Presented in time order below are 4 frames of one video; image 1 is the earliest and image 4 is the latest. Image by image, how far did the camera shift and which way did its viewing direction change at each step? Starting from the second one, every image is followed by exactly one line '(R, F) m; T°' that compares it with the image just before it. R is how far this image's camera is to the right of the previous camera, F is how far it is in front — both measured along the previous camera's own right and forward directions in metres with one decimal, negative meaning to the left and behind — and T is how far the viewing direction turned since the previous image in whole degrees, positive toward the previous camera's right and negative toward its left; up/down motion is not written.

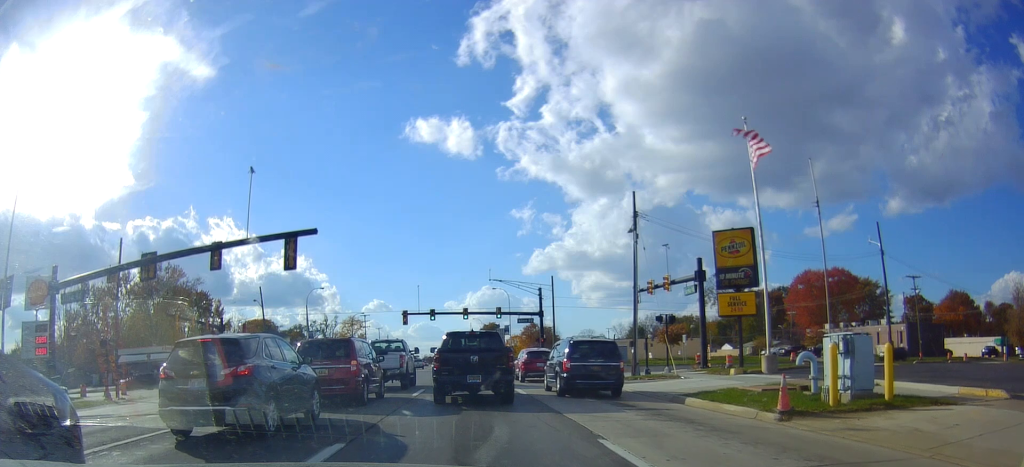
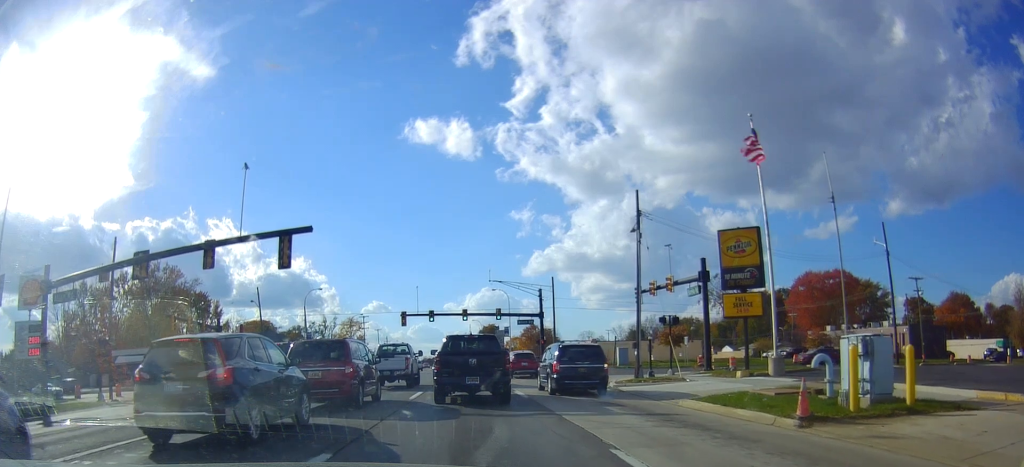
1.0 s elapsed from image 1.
(0.0, 0.0) m; 0°
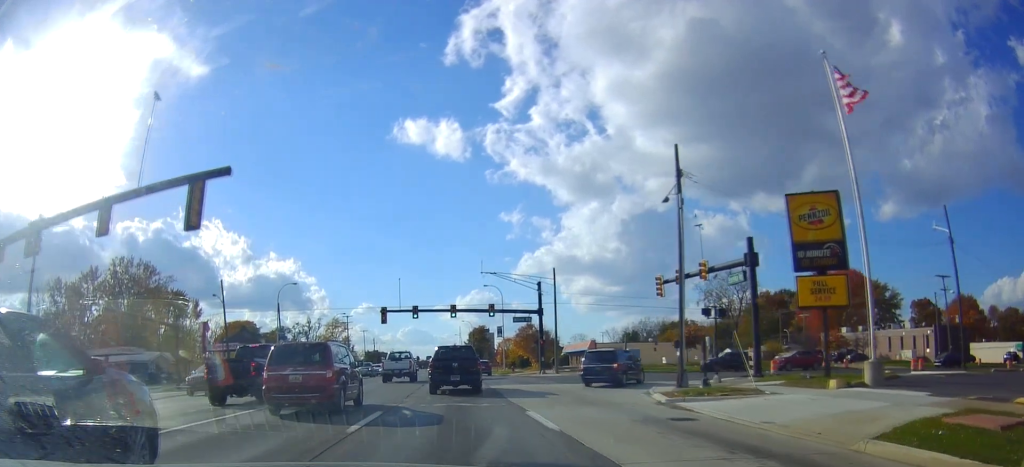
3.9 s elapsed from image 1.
(0.0, +2.2) m; 0°
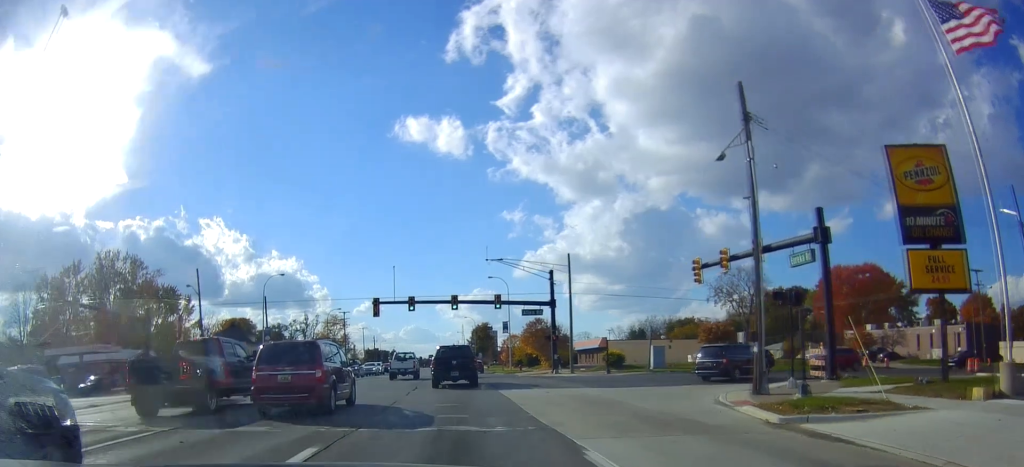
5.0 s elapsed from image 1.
(0.0, +3.2) m; 0°
